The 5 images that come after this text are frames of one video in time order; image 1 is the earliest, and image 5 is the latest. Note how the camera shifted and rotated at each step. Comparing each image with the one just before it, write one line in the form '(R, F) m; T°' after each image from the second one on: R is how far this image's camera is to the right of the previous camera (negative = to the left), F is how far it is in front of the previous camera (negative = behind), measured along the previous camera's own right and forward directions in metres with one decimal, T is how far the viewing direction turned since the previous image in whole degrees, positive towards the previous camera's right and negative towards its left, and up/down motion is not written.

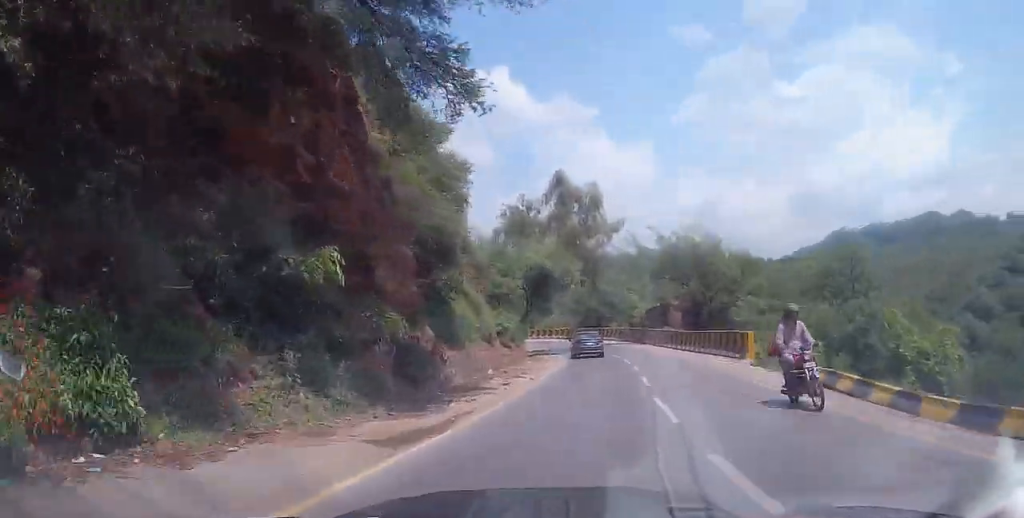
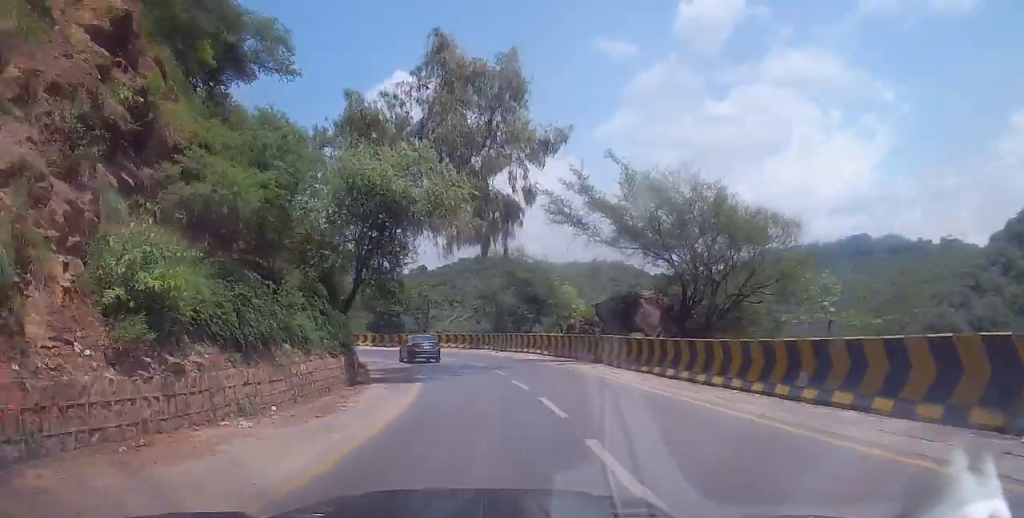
(+2.5, +23.0) m; +6°
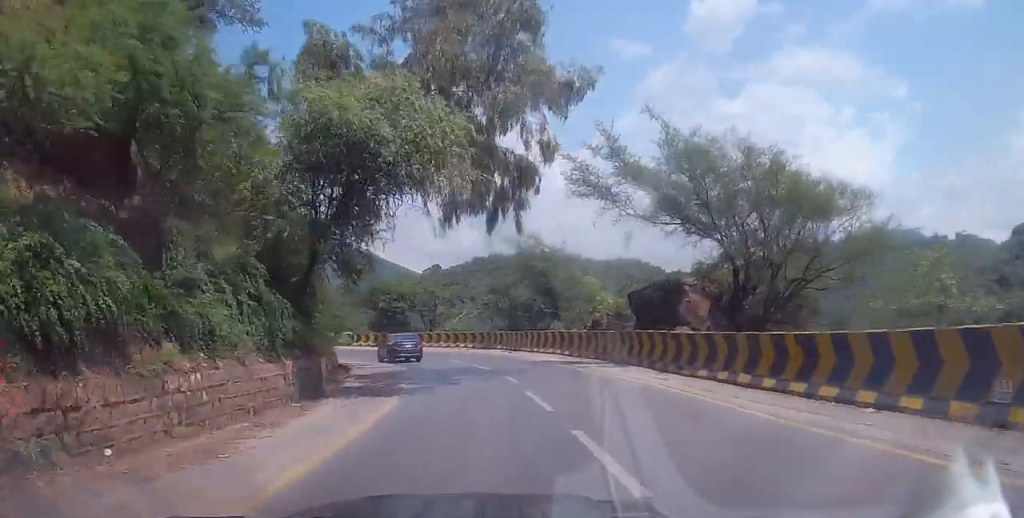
(-0.1, +5.6) m; -2°
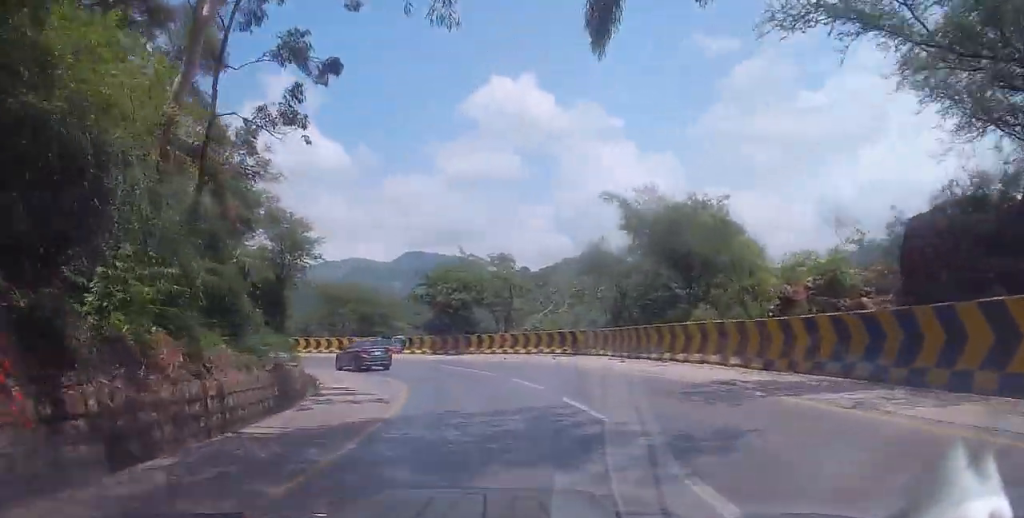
(-0.8, +14.9) m; -7°
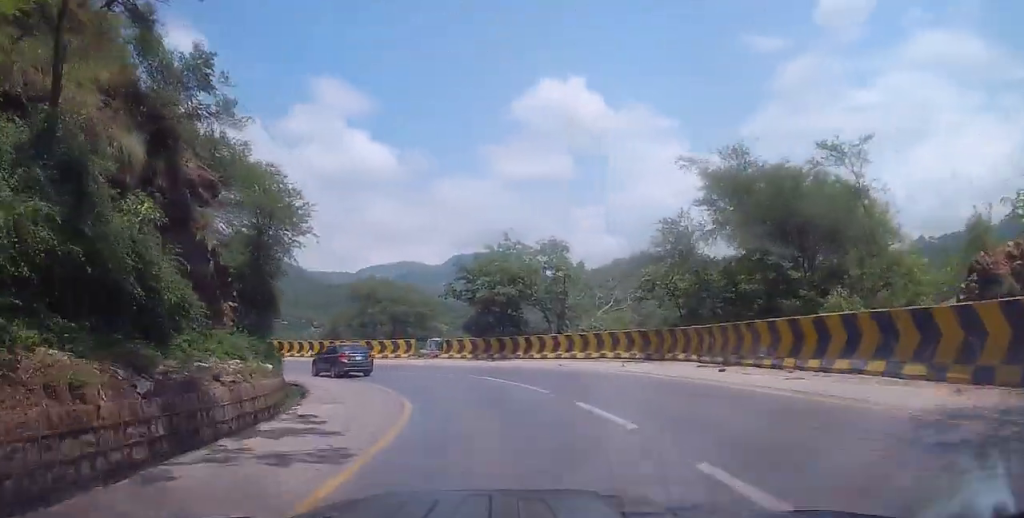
(-0.2, +6.4) m; -4°
